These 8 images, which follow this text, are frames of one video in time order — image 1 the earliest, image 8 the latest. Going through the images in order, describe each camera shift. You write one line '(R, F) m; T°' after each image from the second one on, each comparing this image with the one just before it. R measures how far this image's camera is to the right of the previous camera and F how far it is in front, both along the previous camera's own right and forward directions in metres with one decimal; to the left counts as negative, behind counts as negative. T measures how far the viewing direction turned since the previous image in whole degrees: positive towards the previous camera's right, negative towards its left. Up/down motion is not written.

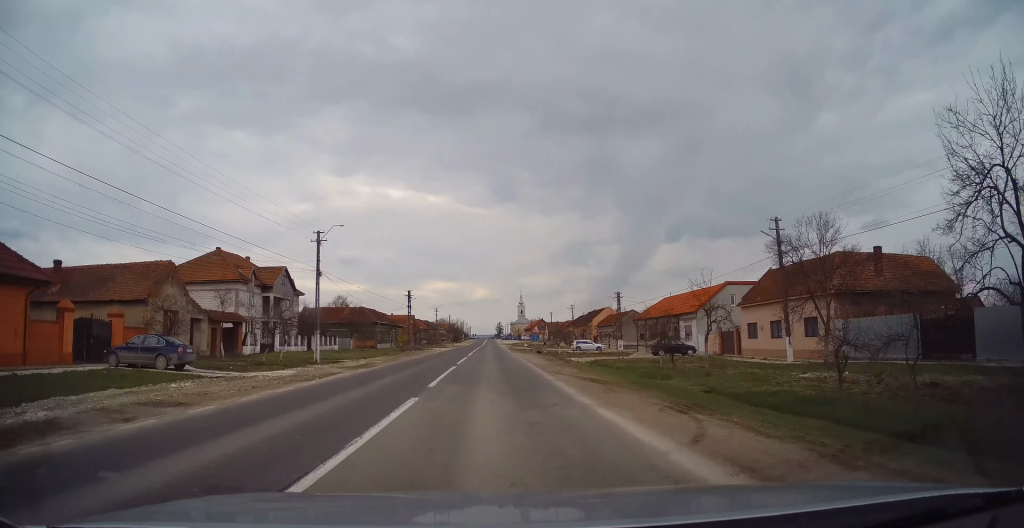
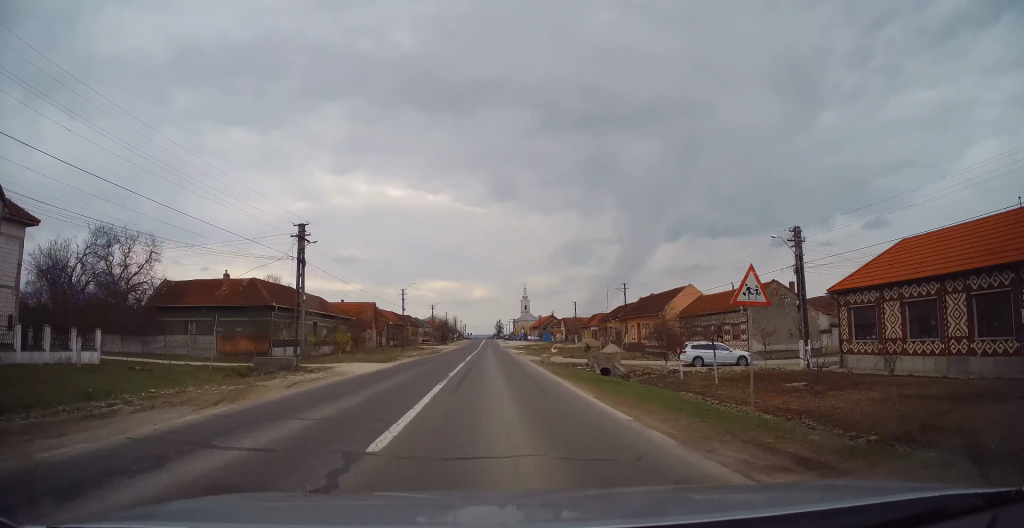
(-0.3, +43.4) m; -1°
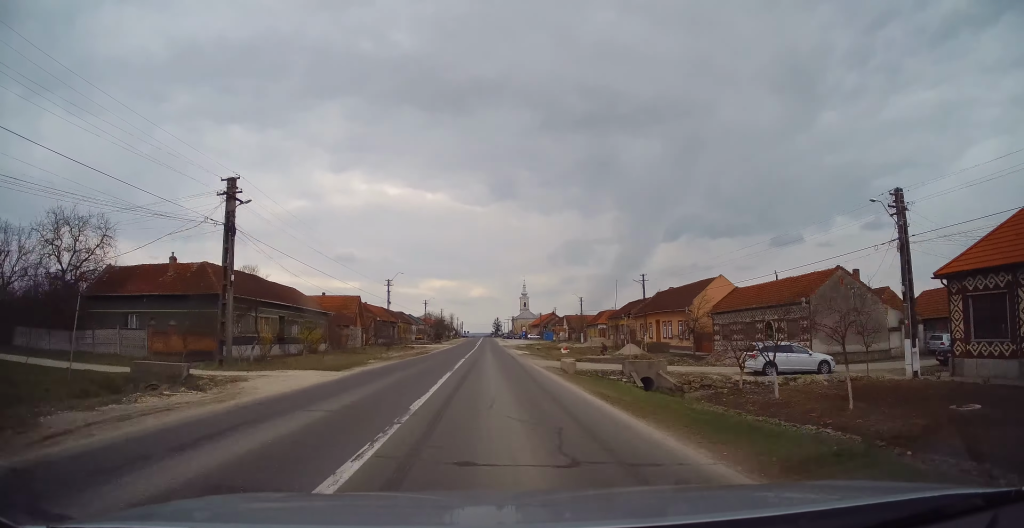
(-0.1, +9.0) m; 0°
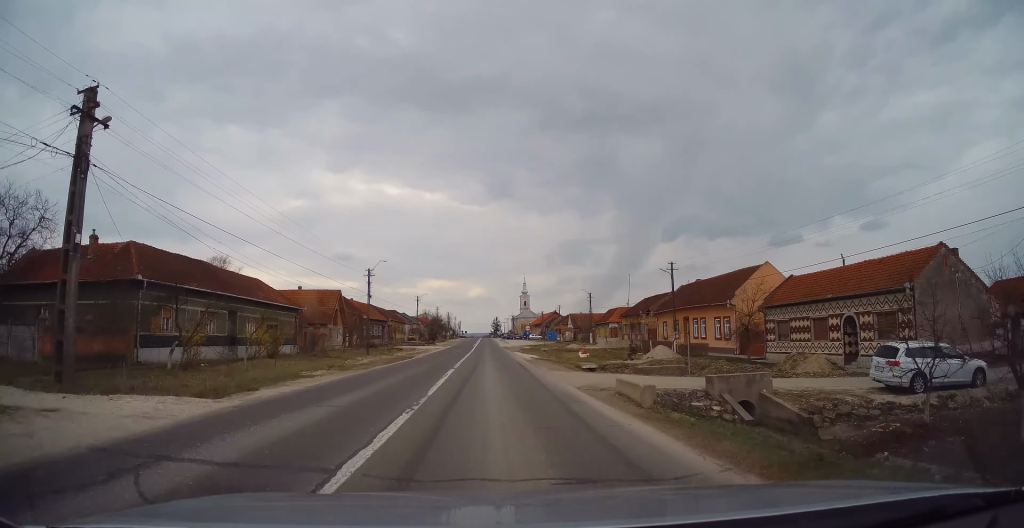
(+0.1, +9.6) m; 0°
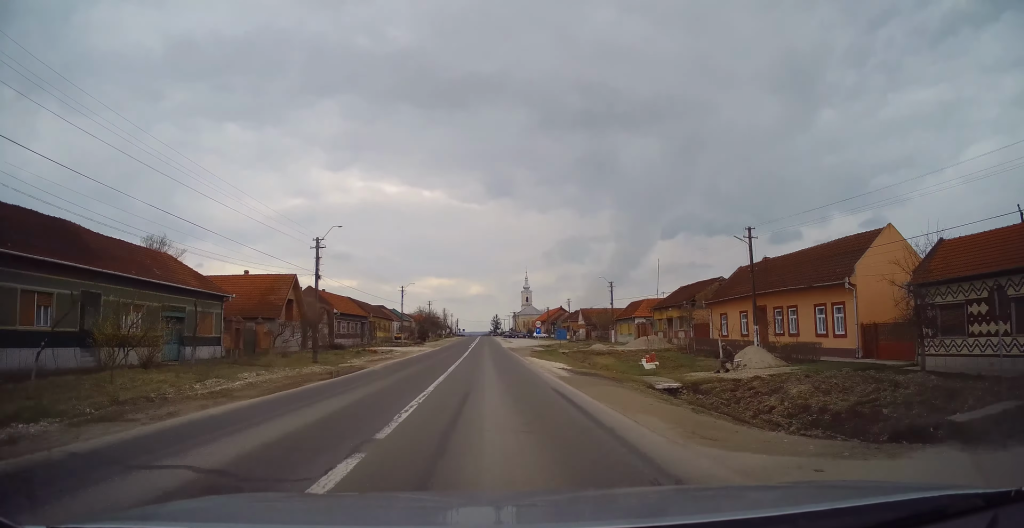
(0.0, +15.6) m; 0°
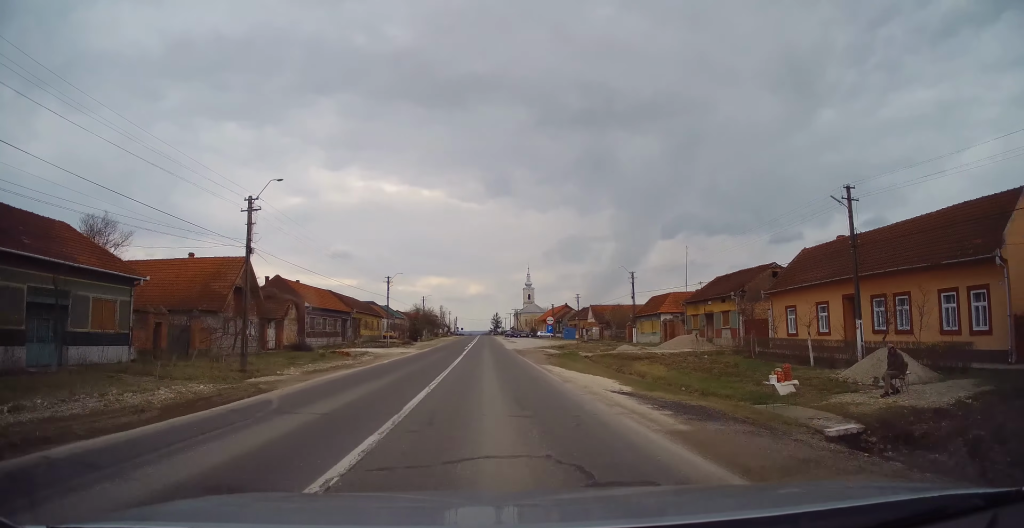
(-0.2, +10.7) m; 0°
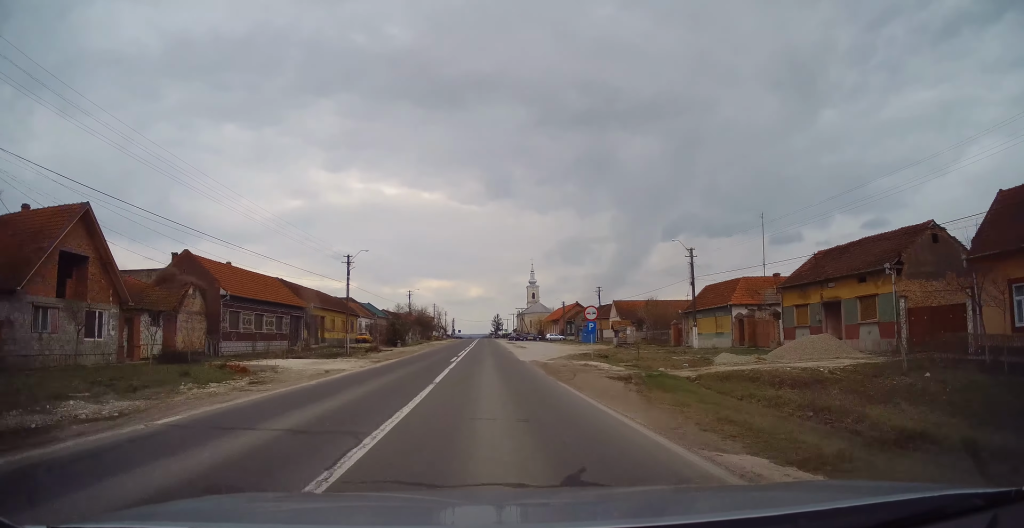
(+0.4, +18.4) m; +1°
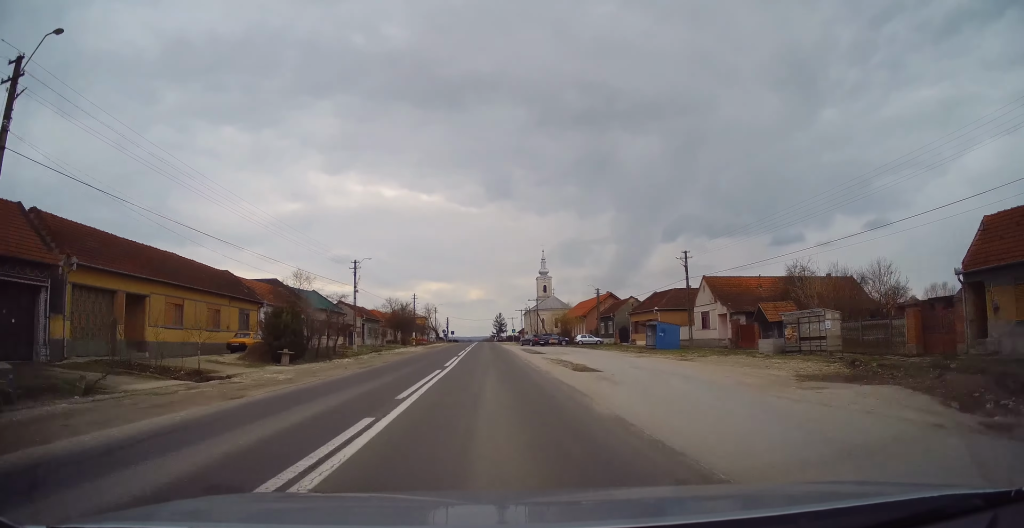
(0.0, +35.3) m; 0°
